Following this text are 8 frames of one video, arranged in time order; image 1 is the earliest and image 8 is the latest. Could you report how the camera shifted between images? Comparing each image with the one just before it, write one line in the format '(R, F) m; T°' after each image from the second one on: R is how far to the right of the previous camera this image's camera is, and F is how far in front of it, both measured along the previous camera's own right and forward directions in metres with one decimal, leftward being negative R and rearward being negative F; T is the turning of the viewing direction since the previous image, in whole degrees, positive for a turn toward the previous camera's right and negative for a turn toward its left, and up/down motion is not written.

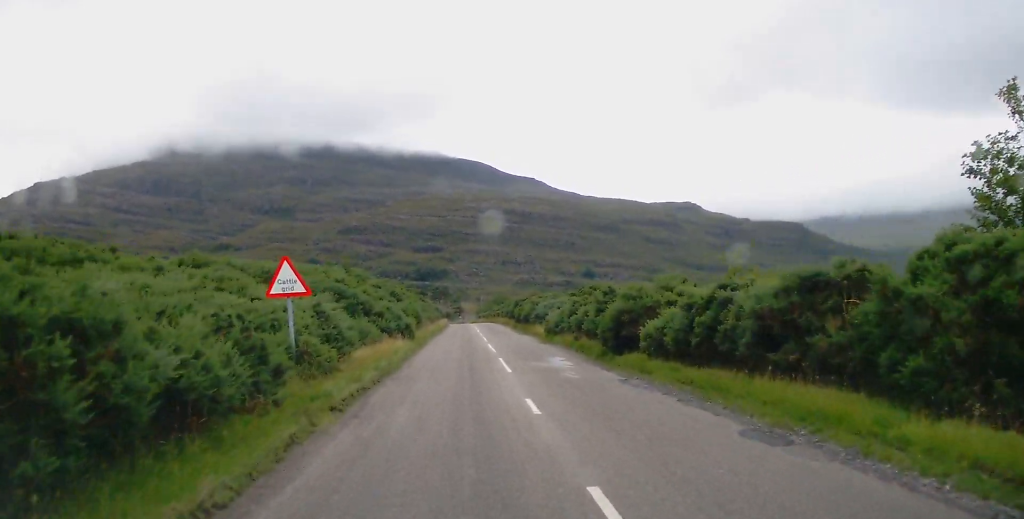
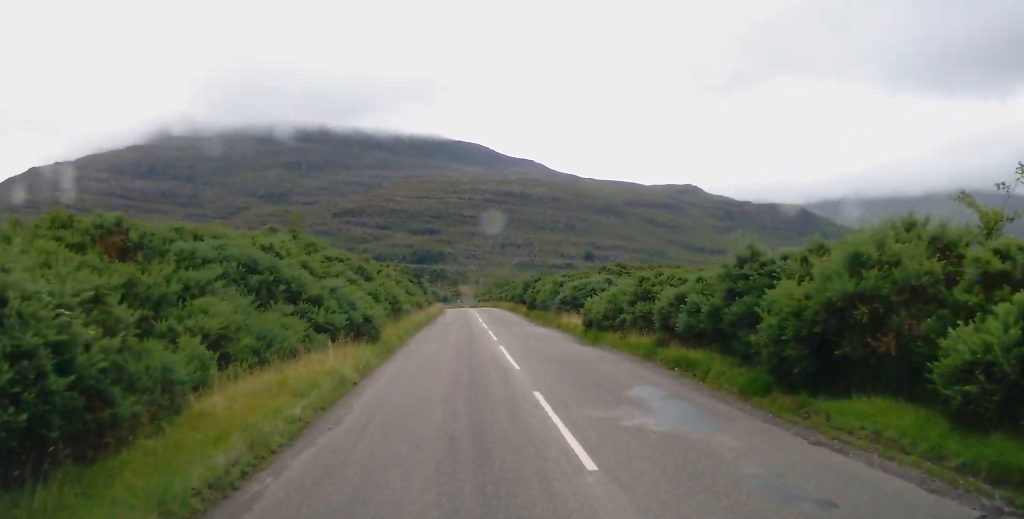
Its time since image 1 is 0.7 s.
(0.0, +12.4) m; 0°
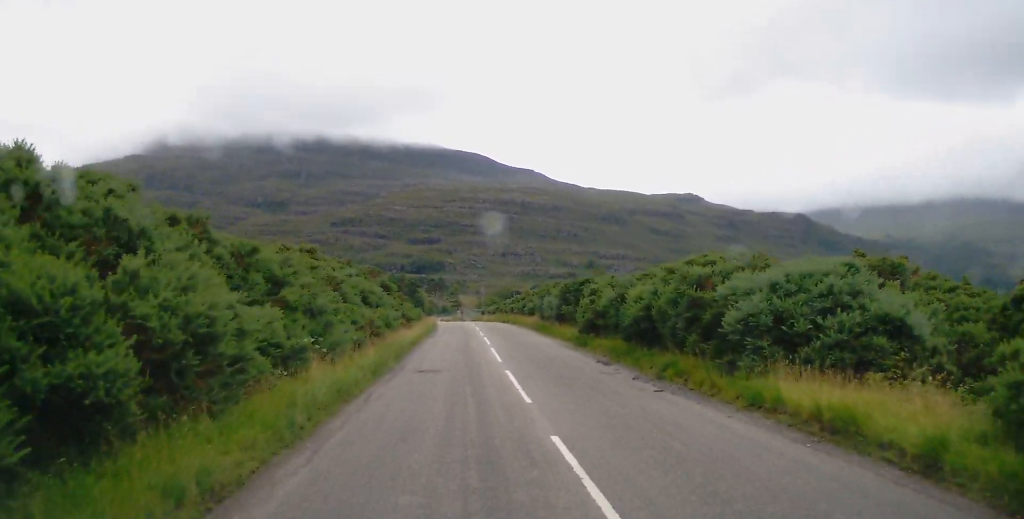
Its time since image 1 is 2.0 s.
(0.0, +21.5) m; 0°
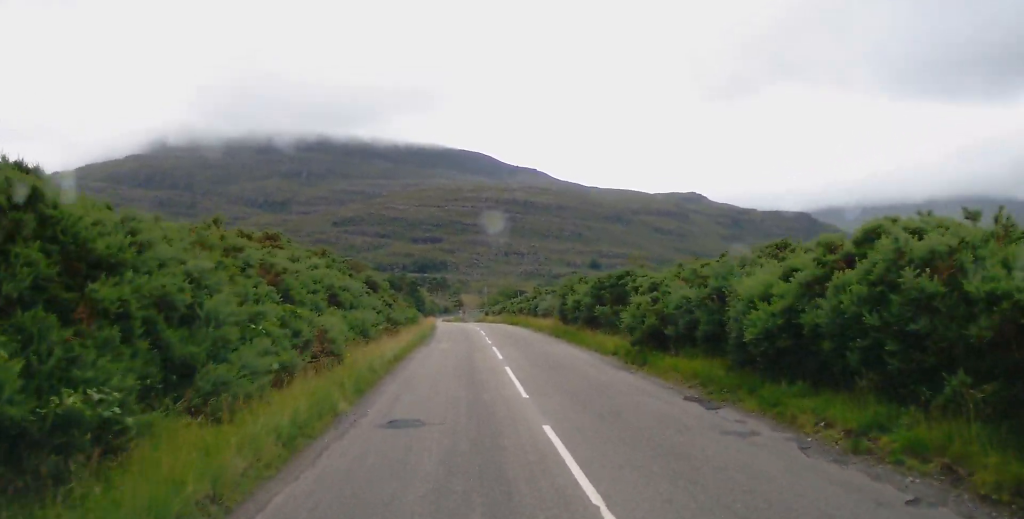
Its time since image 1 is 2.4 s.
(0.0, +7.9) m; 0°
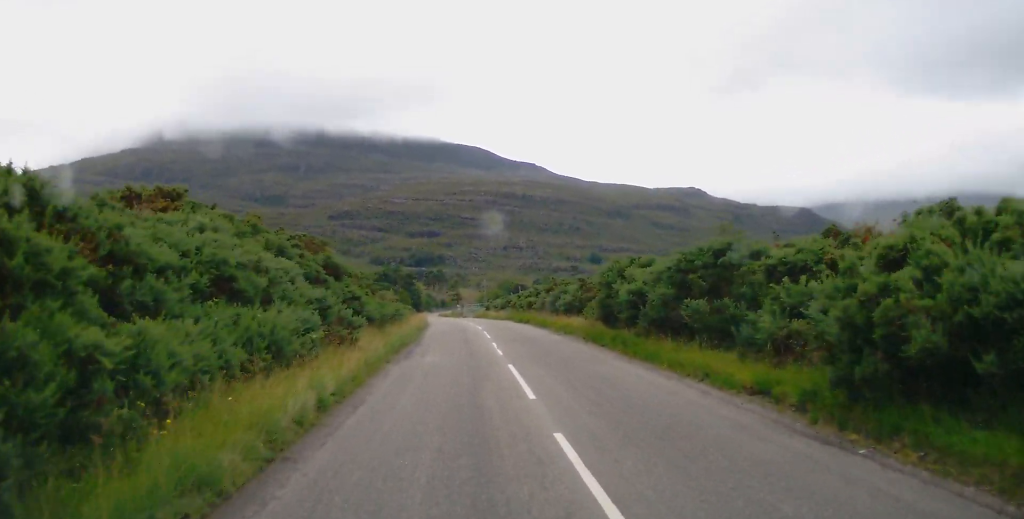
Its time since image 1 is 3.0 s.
(0.0, +10.3) m; 0°
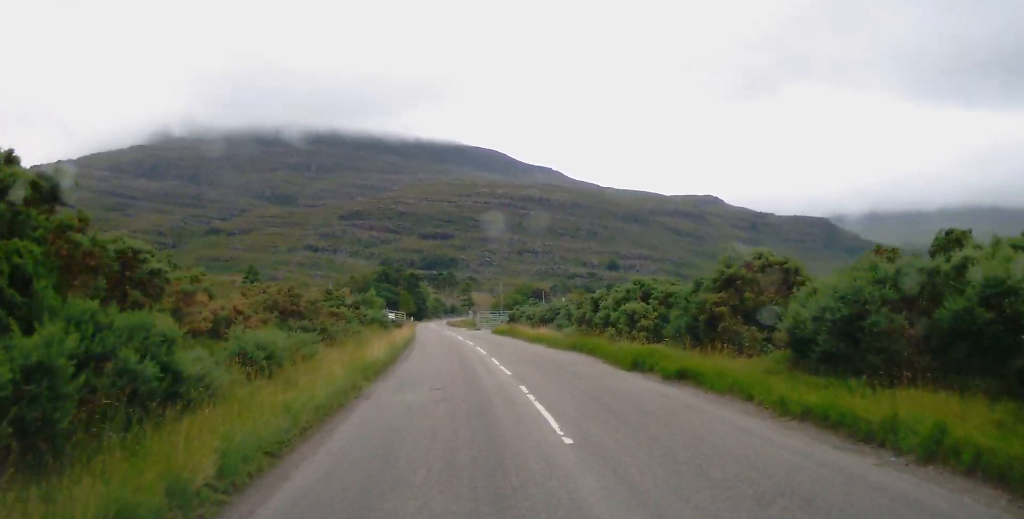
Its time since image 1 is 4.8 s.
(-0.1, +29.8) m; -1°
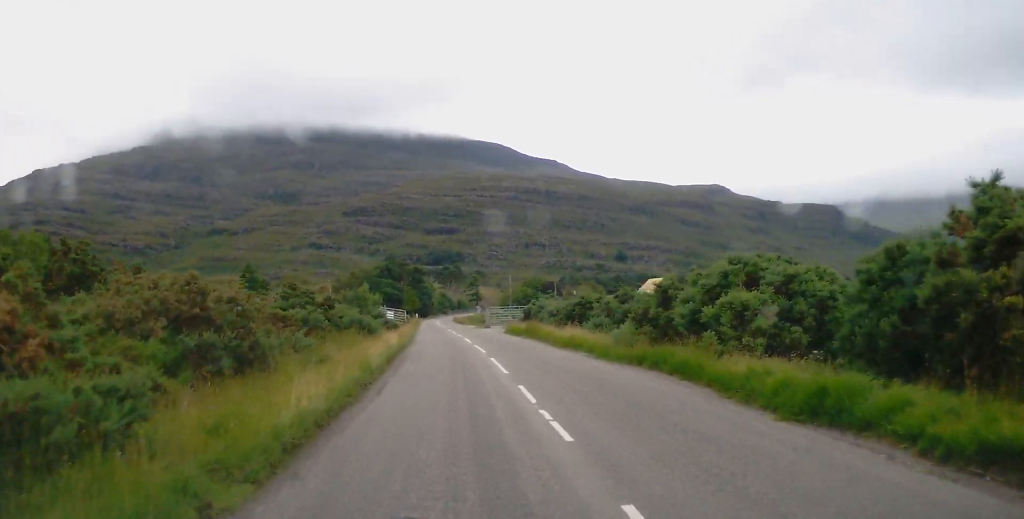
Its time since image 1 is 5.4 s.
(-0.1, +8.8) m; -1°
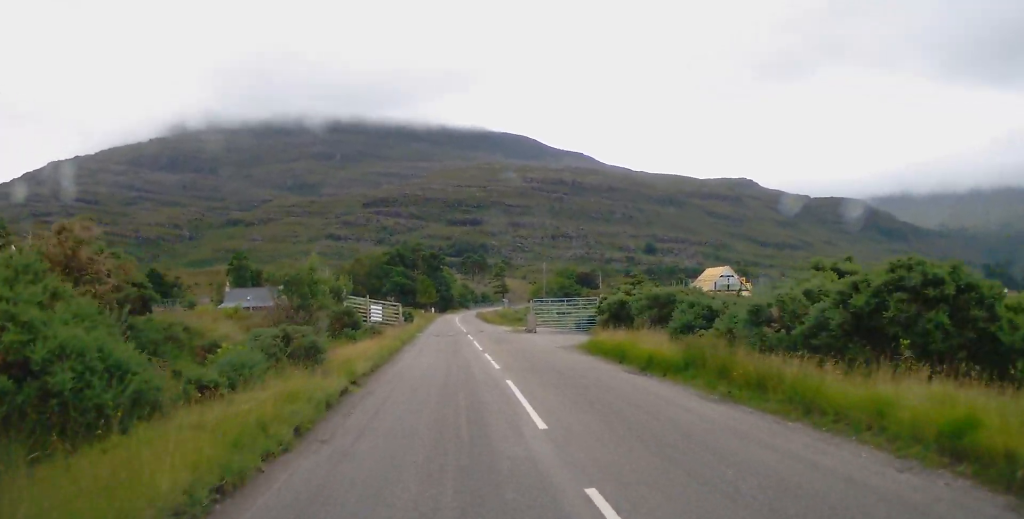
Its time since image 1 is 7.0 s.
(-0.3, +25.9) m; -2°
